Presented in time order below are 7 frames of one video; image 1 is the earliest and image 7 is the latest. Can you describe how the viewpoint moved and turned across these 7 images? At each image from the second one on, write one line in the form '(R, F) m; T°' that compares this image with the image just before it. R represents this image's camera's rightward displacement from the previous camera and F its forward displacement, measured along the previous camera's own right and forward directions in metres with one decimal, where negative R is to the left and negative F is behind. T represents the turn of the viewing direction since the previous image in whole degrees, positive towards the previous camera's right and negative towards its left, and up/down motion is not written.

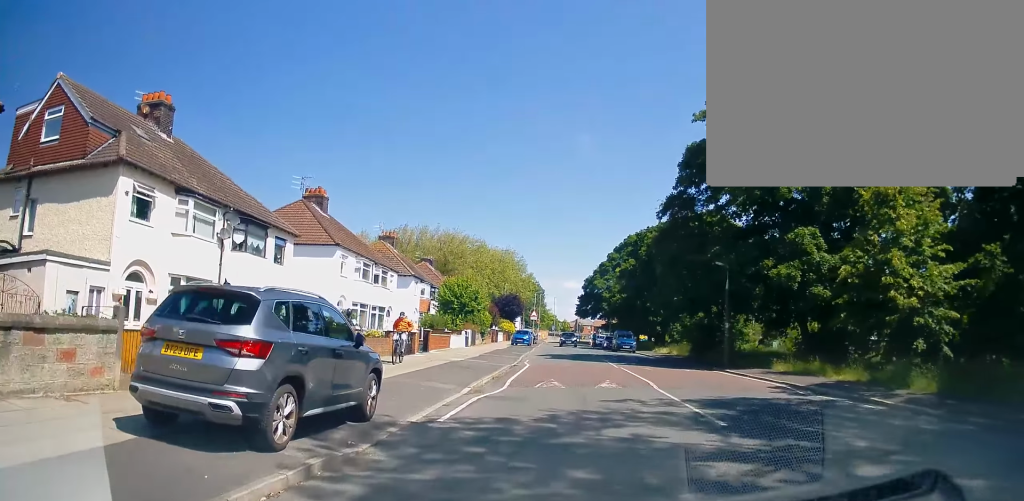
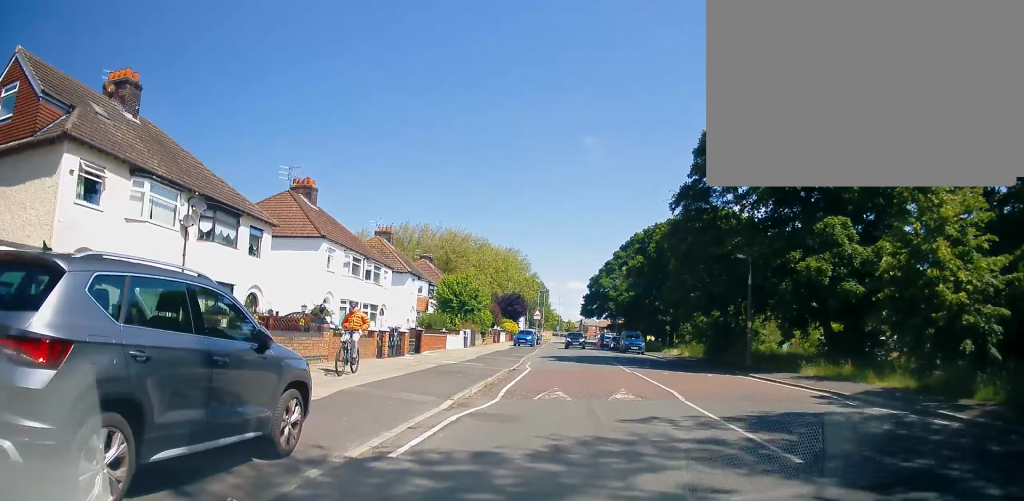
(0.0, +2.9) m; -1°
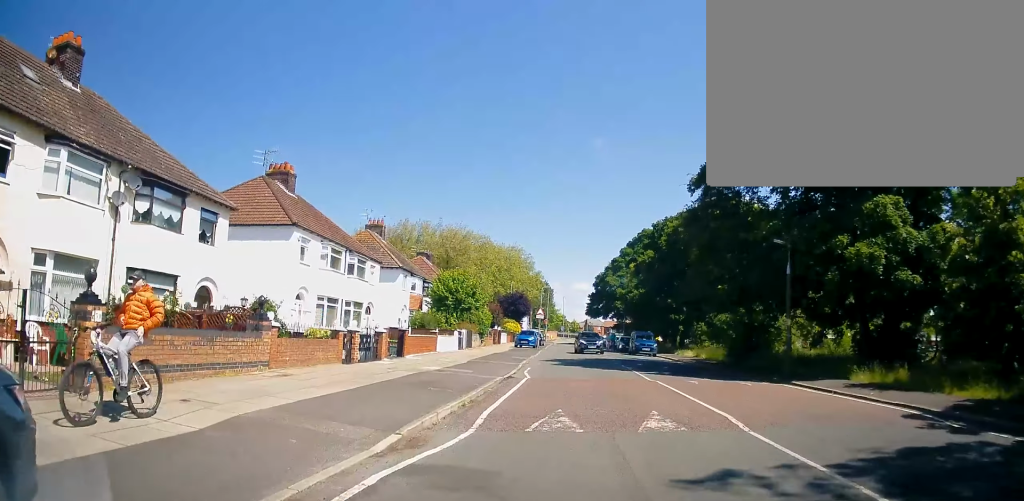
(-0.1, +4.2) m; 0°
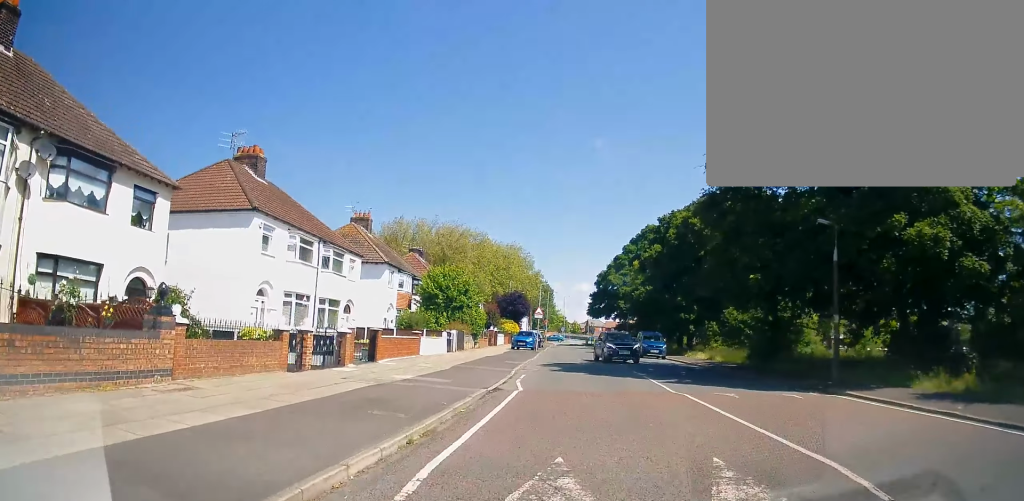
(0.0, +4.1) m; +1°
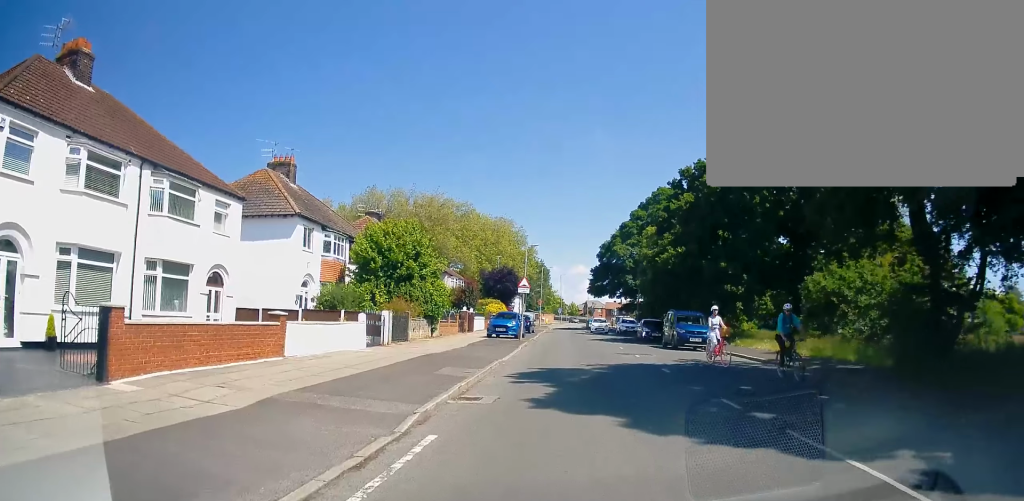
(+0.5, +14.0) m; +4°
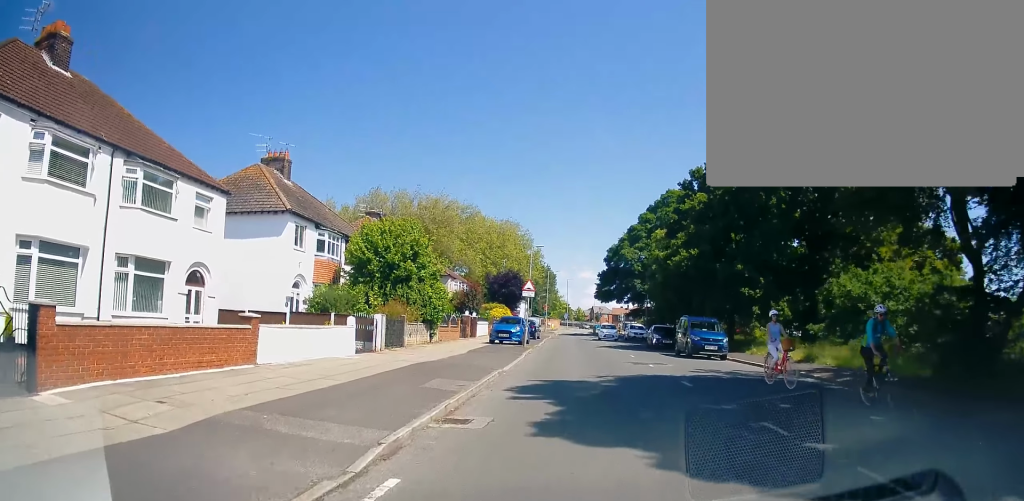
(+0.2, +1.8) m; -2°
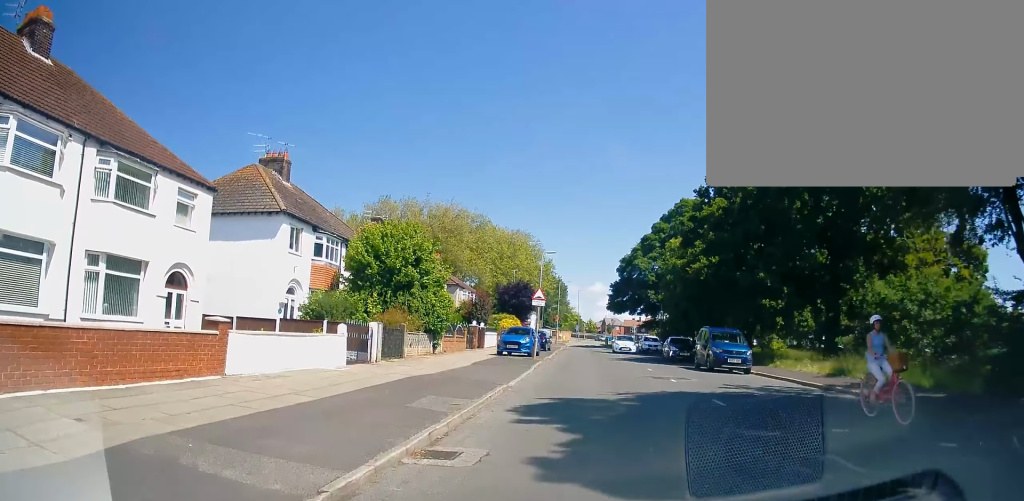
(-0.4, +1.8) m; -2°
